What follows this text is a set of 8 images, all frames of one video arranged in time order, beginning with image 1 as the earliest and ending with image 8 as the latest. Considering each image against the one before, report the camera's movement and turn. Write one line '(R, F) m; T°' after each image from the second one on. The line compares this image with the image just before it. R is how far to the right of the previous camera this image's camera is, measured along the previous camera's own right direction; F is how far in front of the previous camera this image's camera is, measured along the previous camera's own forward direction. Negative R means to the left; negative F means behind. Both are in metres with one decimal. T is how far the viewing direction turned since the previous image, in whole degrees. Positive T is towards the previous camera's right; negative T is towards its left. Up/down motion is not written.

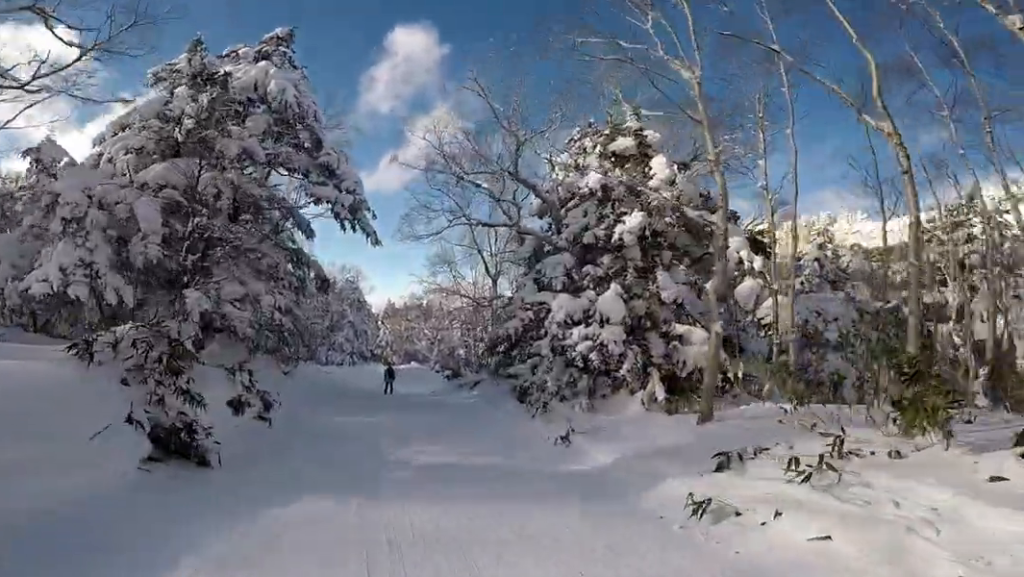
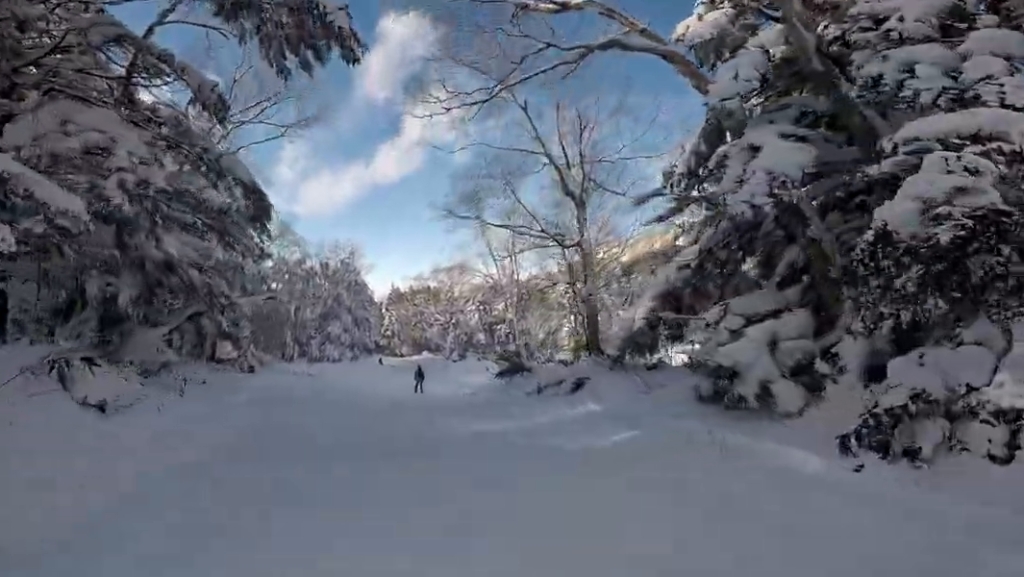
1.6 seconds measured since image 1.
(+1.0, +12.0) m; +12°
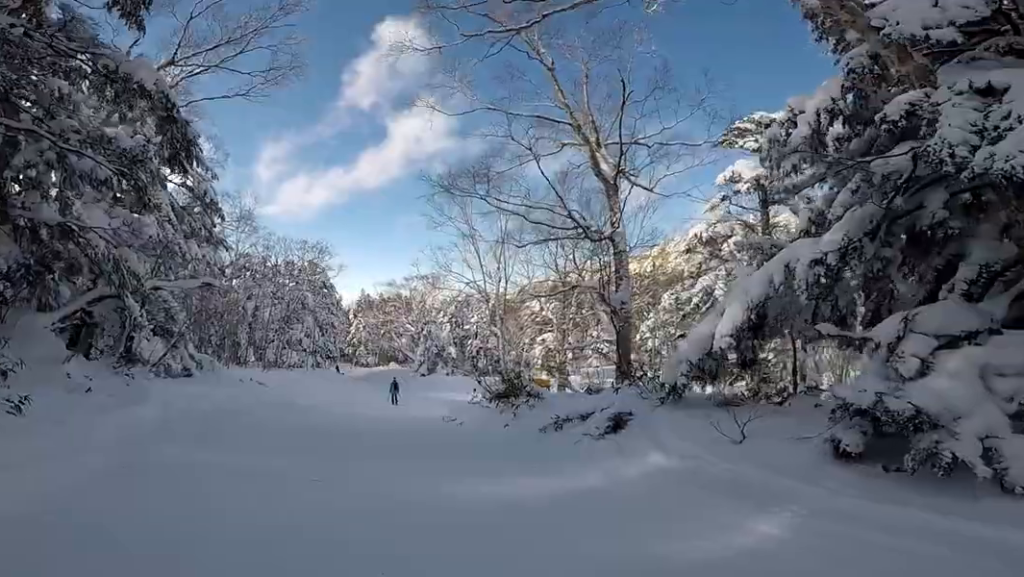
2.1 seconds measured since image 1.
(-0.3, +3.9) m; +7°
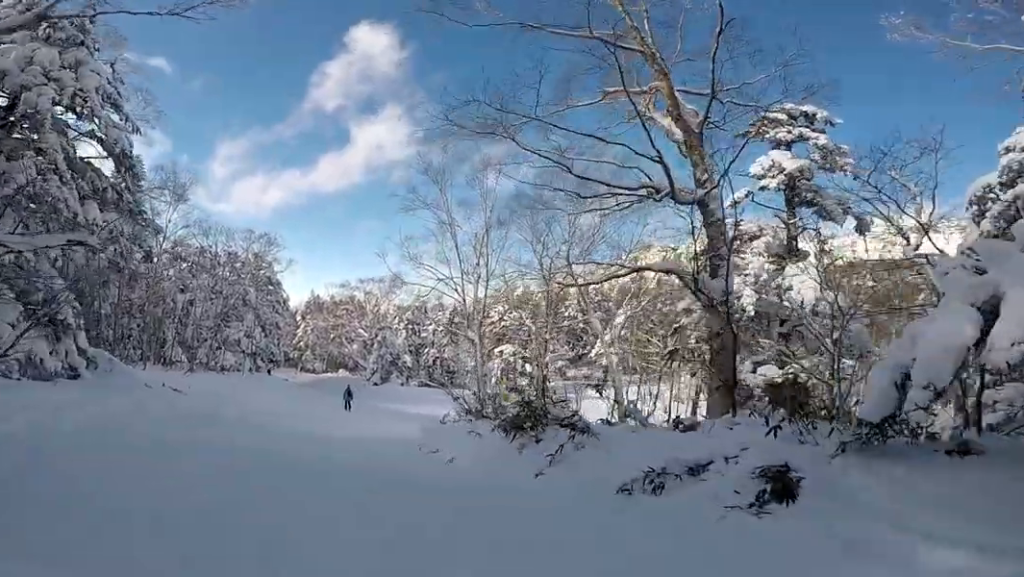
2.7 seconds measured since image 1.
(+0.6, +4.7) m; +2°
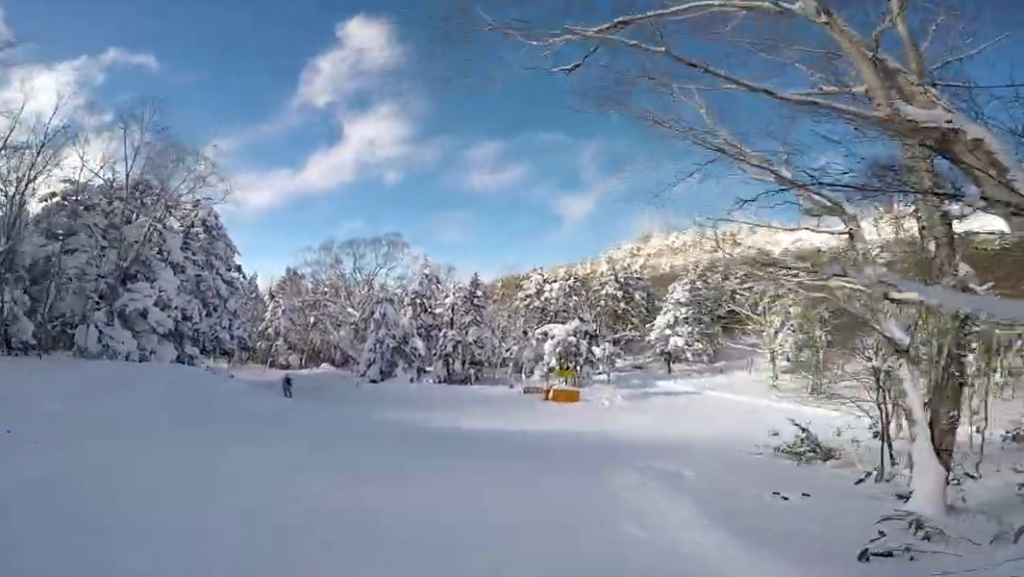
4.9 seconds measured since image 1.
(-2.7, +18.1) m; -17°
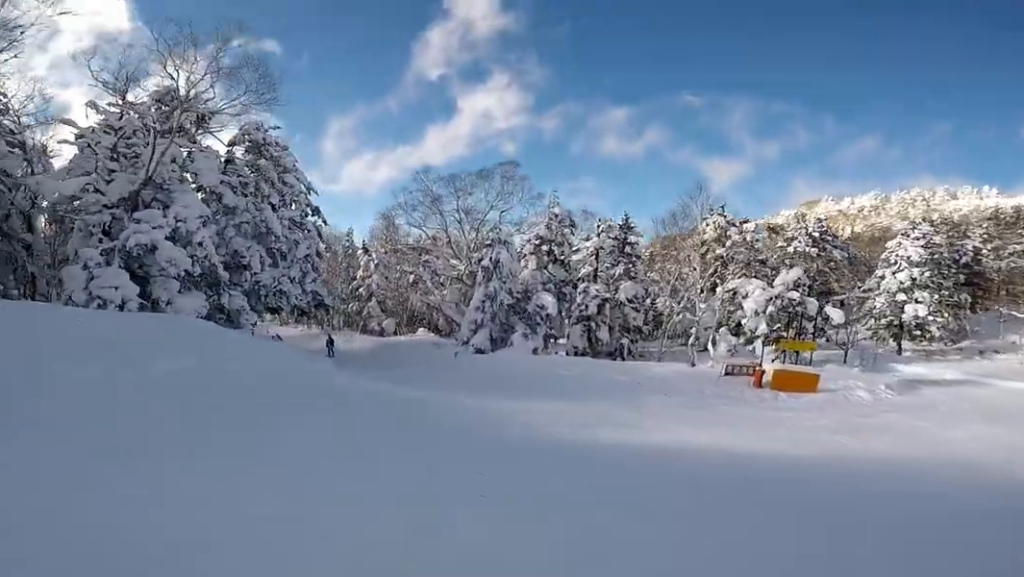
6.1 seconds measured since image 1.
(+0.1, +10.3) m; -7°
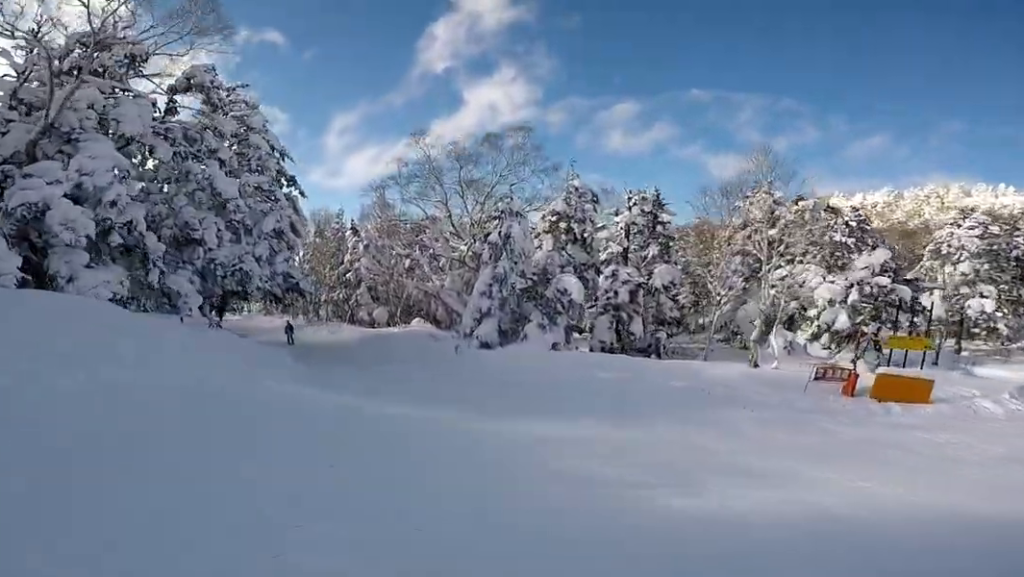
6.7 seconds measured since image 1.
(-0.3, +5.0) m; -6°
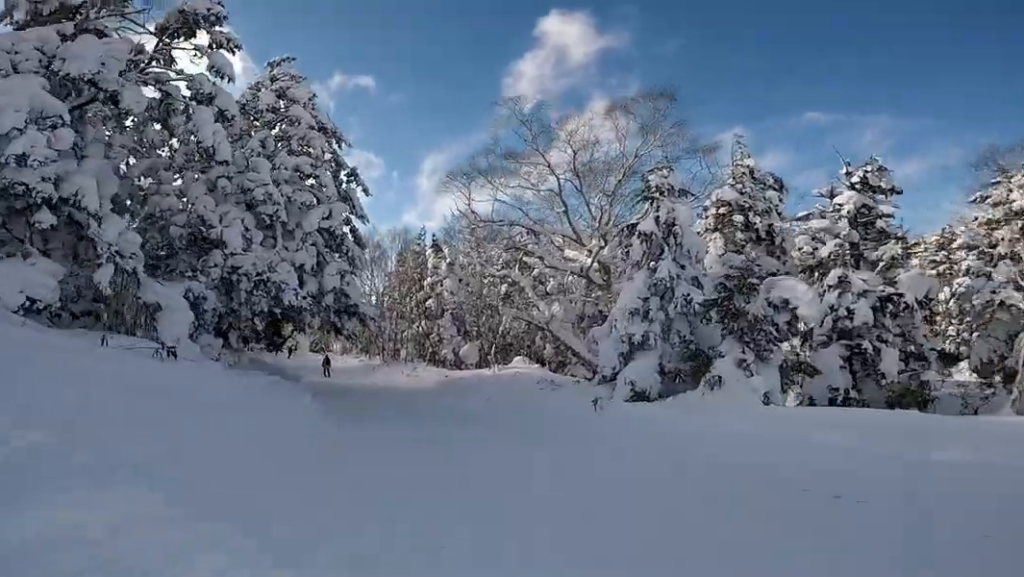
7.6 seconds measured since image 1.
(-0.9, +7.5) m; -7°
